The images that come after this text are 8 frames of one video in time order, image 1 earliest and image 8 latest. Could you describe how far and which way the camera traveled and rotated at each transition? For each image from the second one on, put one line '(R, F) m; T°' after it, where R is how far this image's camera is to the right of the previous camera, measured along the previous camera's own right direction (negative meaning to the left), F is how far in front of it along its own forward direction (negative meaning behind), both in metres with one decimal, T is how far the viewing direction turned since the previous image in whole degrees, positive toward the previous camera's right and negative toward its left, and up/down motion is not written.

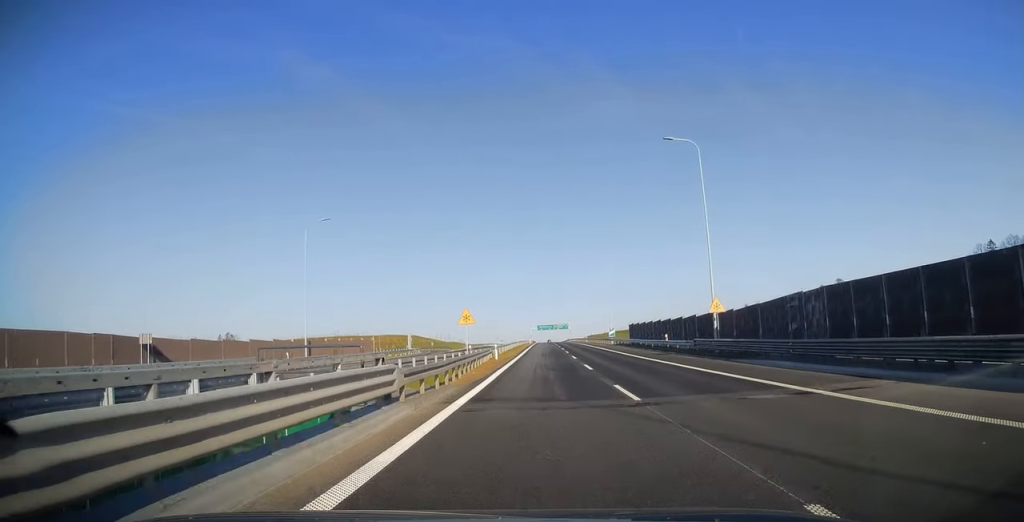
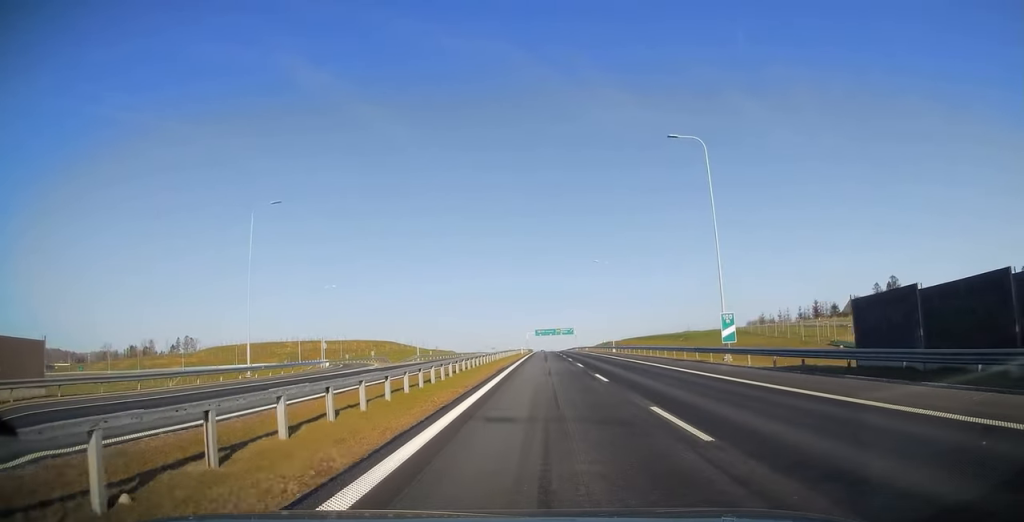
(-0.2, +52.7) m; 0°
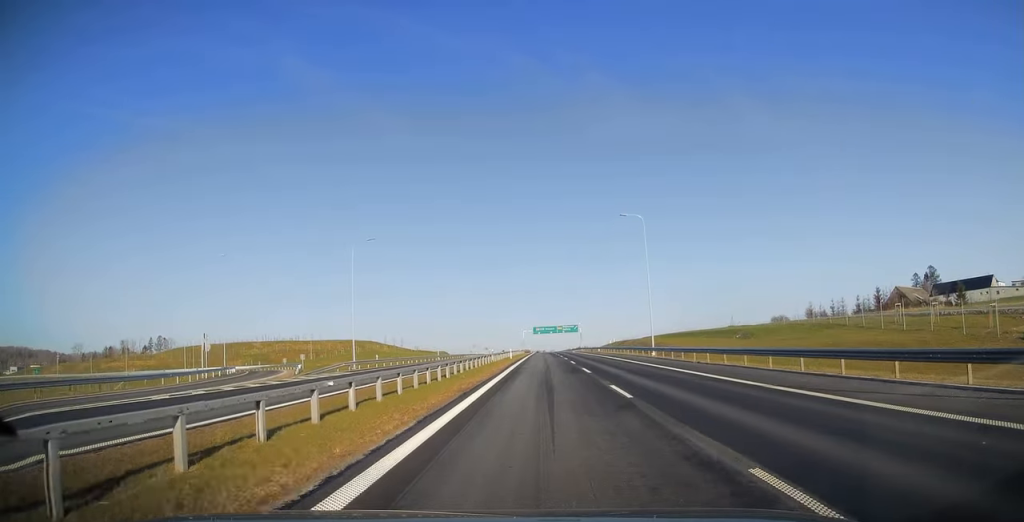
(+0.3, +29.6) m; 0°
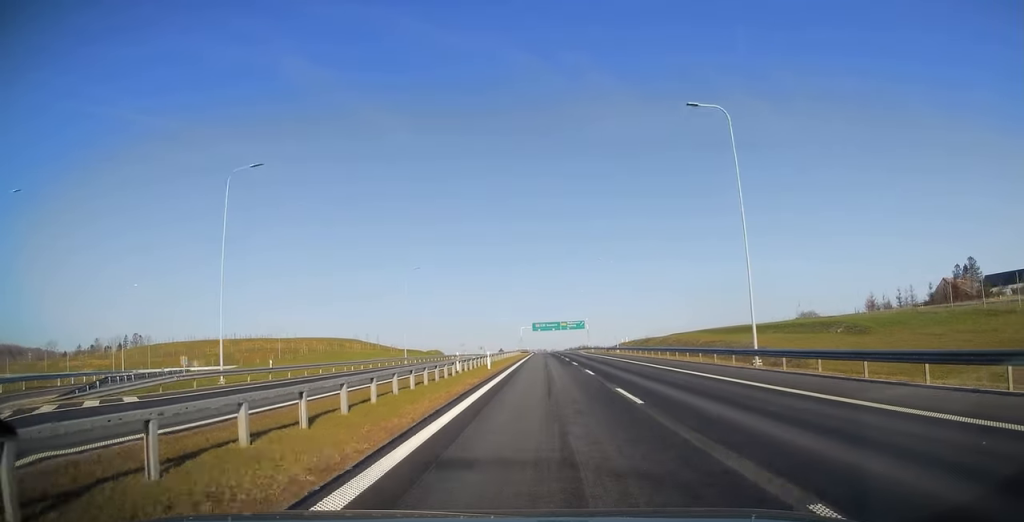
(-0.3, +25.3) m; 0°
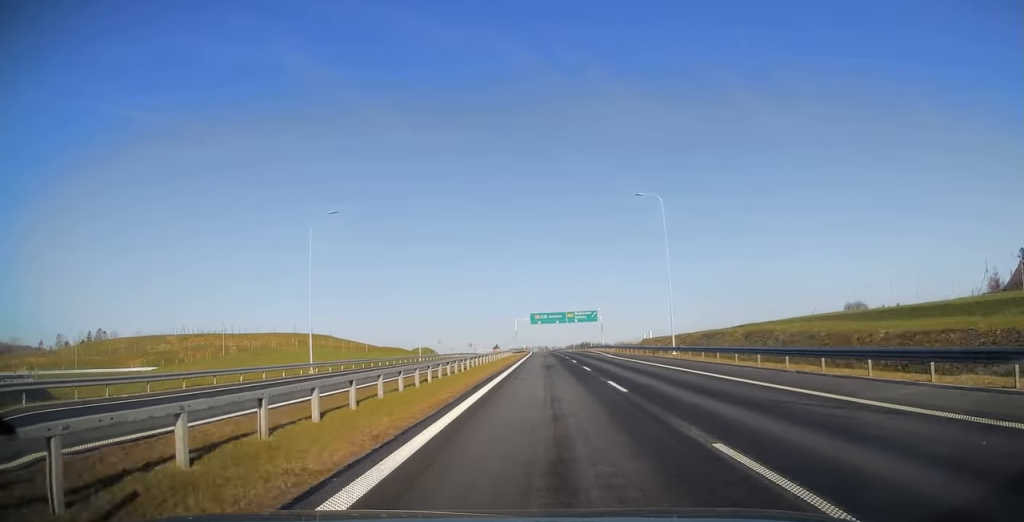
(+0.3, +33.2) m; 0°
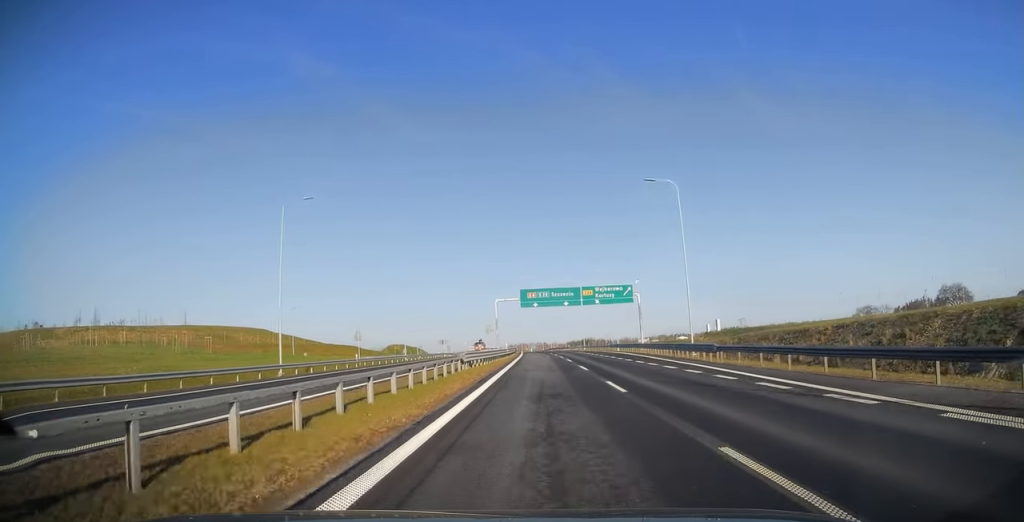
(-0.3, +48.1) m; 0°
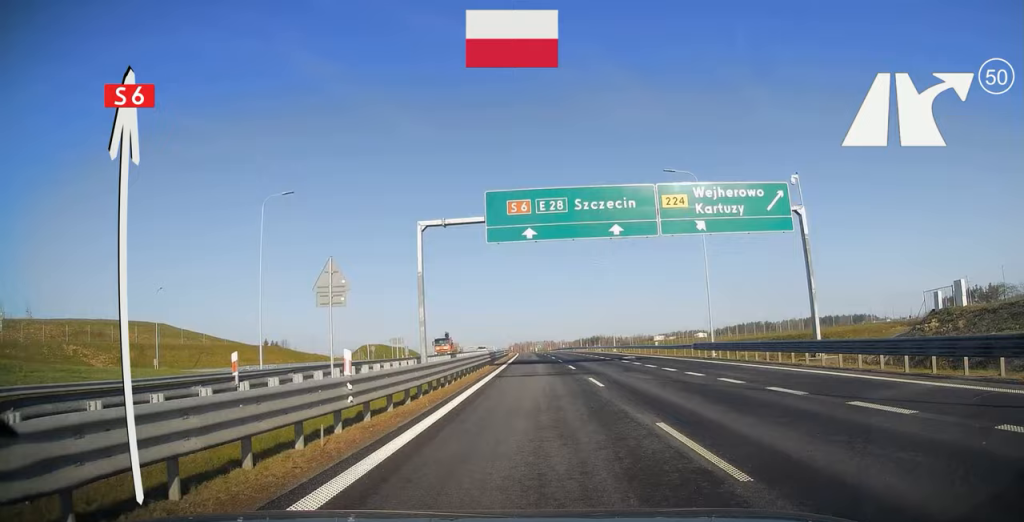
(-0.1, +45.4) m; -1°
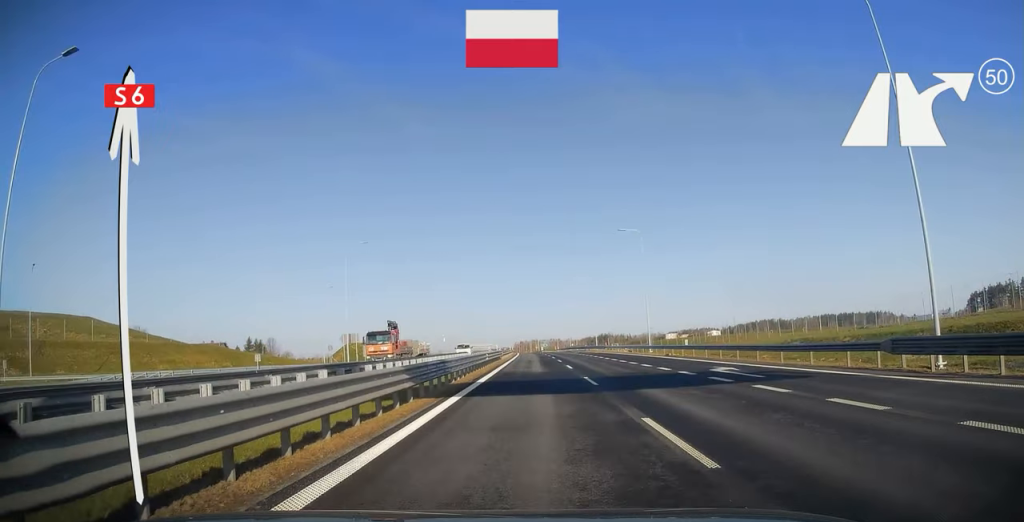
(-0.1, +23.4) m; 0°
